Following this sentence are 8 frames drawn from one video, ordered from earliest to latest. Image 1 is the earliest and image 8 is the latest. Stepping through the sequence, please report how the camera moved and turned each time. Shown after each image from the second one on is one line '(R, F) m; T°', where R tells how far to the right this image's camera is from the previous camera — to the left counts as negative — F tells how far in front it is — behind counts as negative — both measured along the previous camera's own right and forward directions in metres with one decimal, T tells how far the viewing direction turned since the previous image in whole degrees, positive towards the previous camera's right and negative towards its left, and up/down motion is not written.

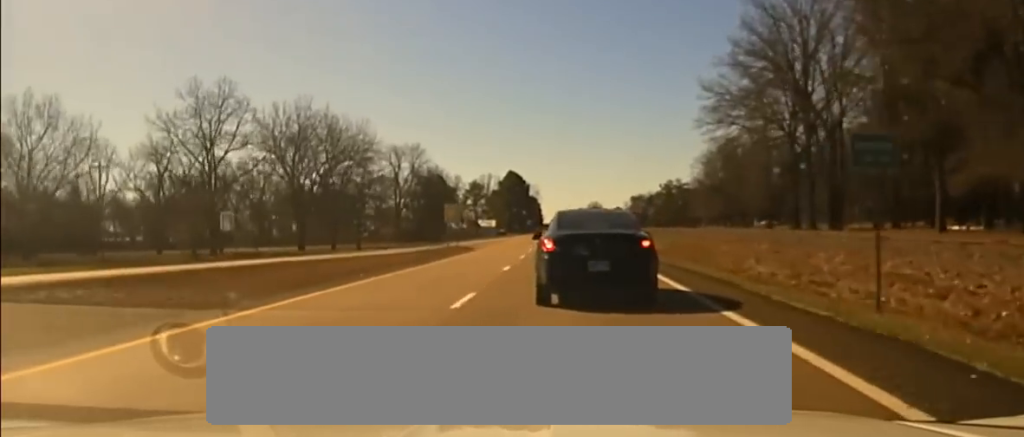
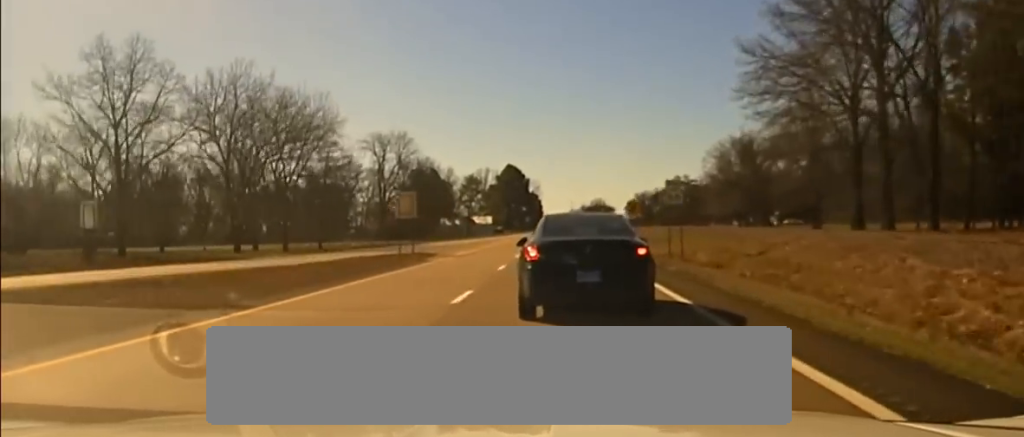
(-0.3, +20.8) m; 0°
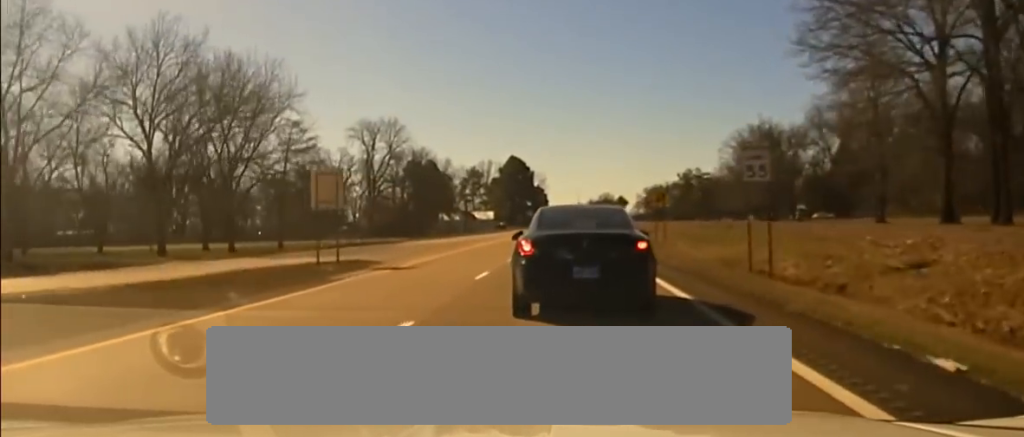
(0.0, +20.2) m; 0°
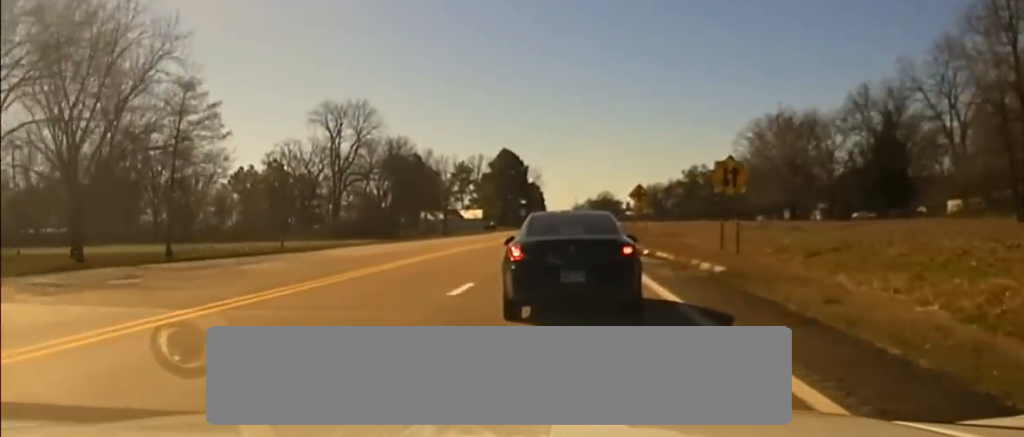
(+0.2, +30.5) m; 0°
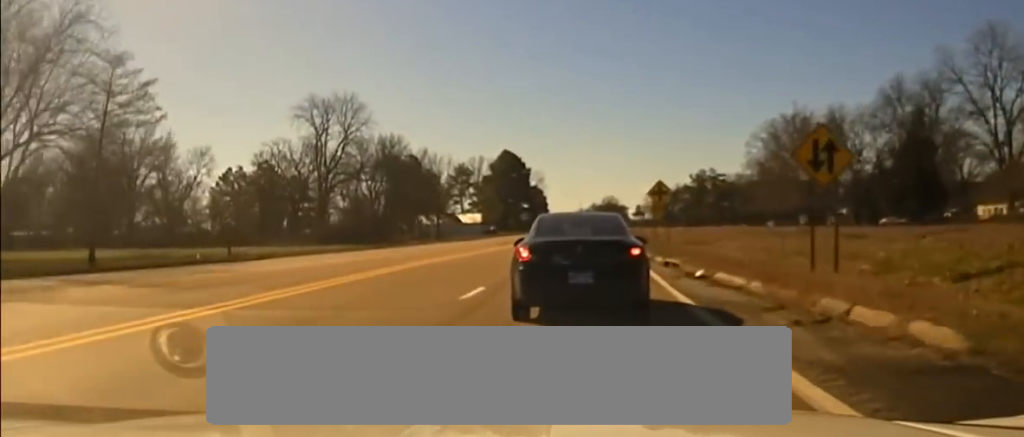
(-0.1, +13.7) m; 0°
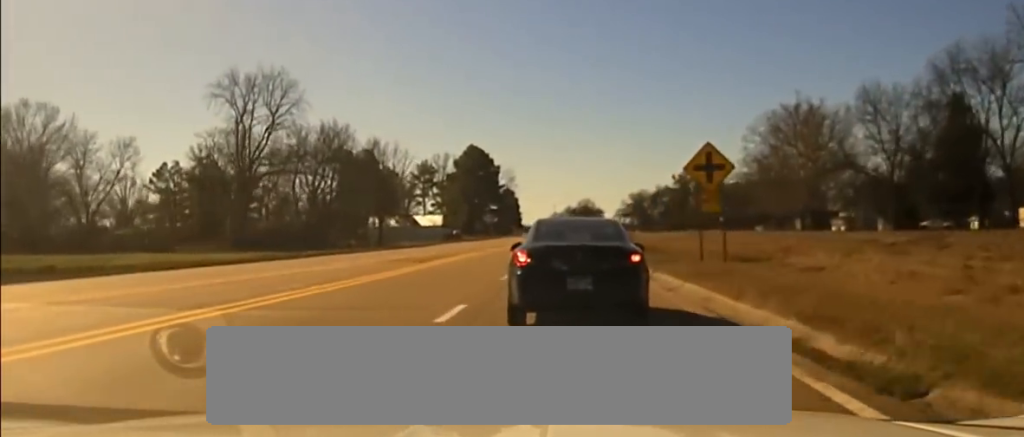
(0.0, +28.5) m; 0°
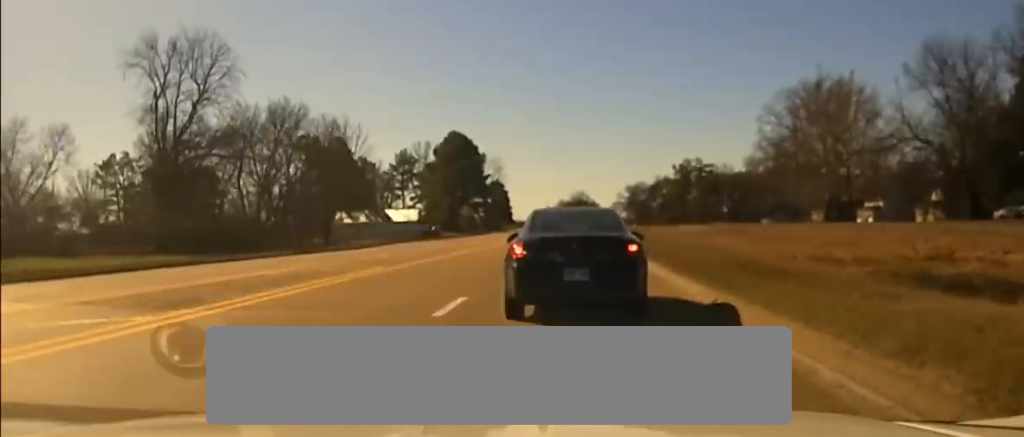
(0.0, +24.9) m; 0°
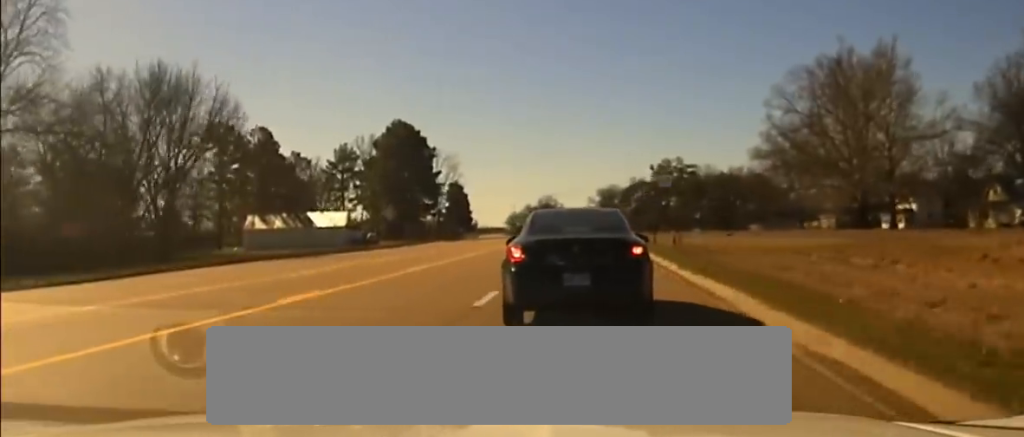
(+0.9, +35.0) m; +3°
